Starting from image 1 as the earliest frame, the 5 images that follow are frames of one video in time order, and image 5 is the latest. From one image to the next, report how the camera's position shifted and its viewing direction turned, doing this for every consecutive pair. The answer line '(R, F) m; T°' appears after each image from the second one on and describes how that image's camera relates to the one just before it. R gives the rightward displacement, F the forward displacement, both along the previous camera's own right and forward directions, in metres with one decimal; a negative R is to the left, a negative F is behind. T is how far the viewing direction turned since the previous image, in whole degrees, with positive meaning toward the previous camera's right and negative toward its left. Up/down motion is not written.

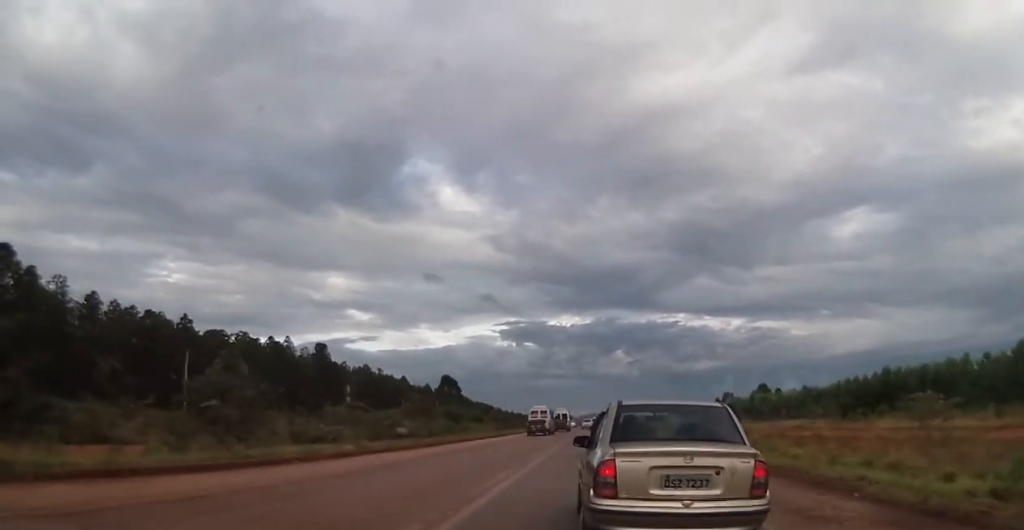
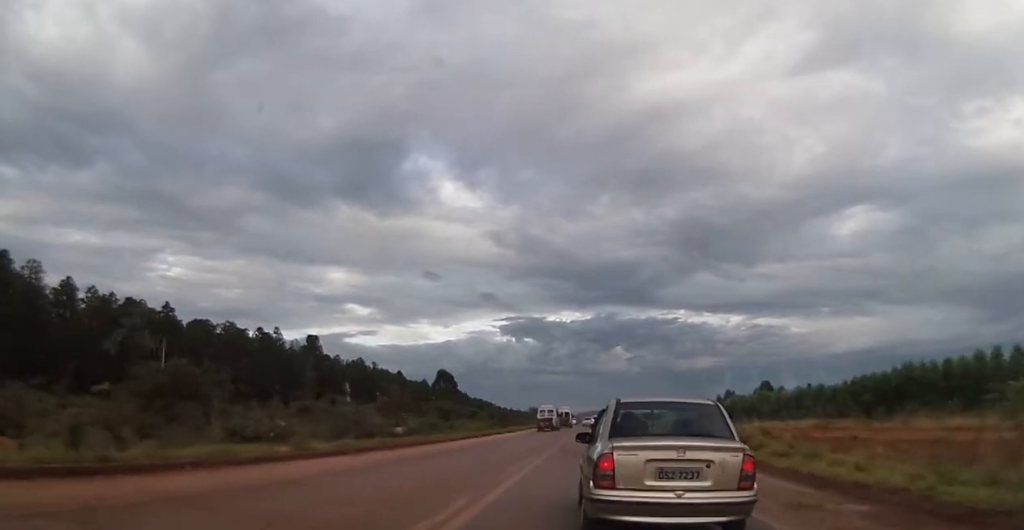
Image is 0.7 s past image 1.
(0.0, +5.5) m; -2°
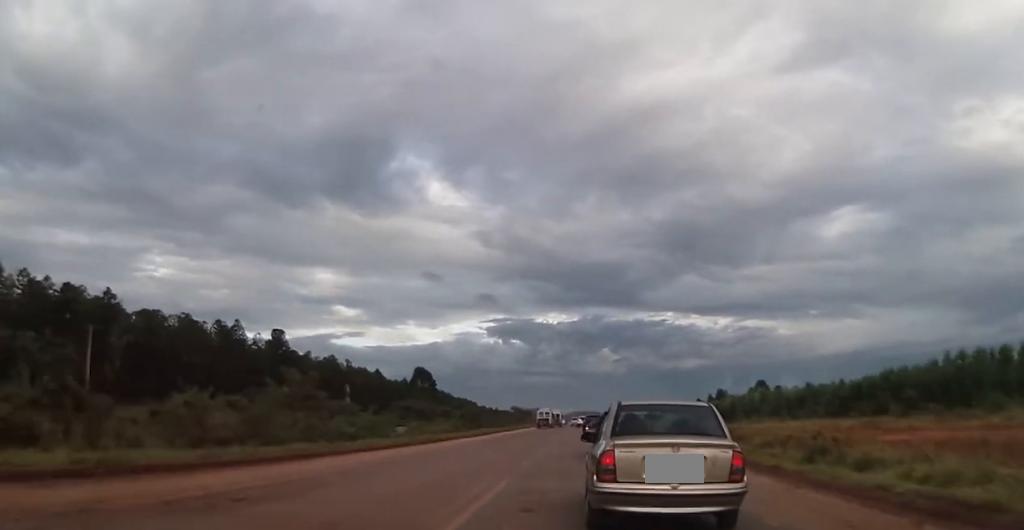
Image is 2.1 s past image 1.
(-0.5, +11.2) m; -1°
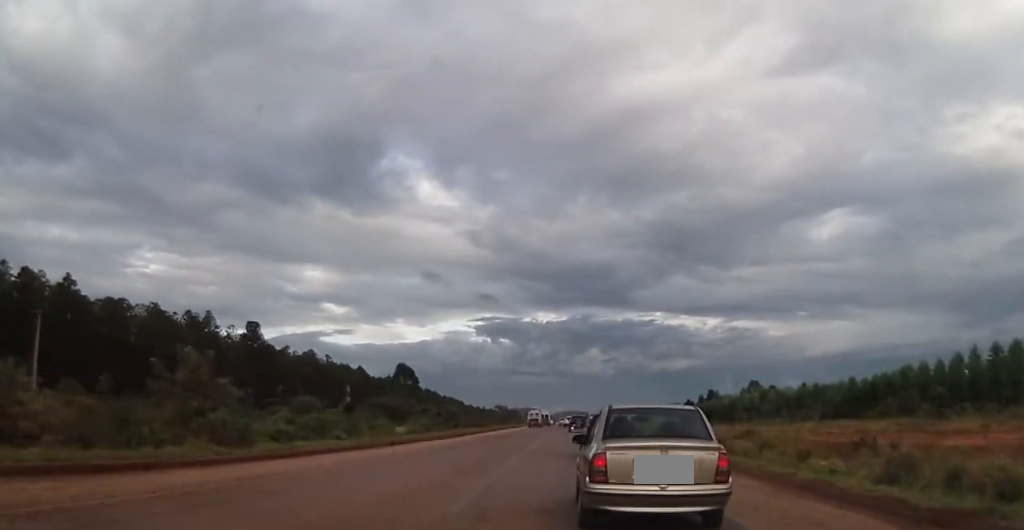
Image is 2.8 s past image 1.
(+0.1, +6.4) m; +1°
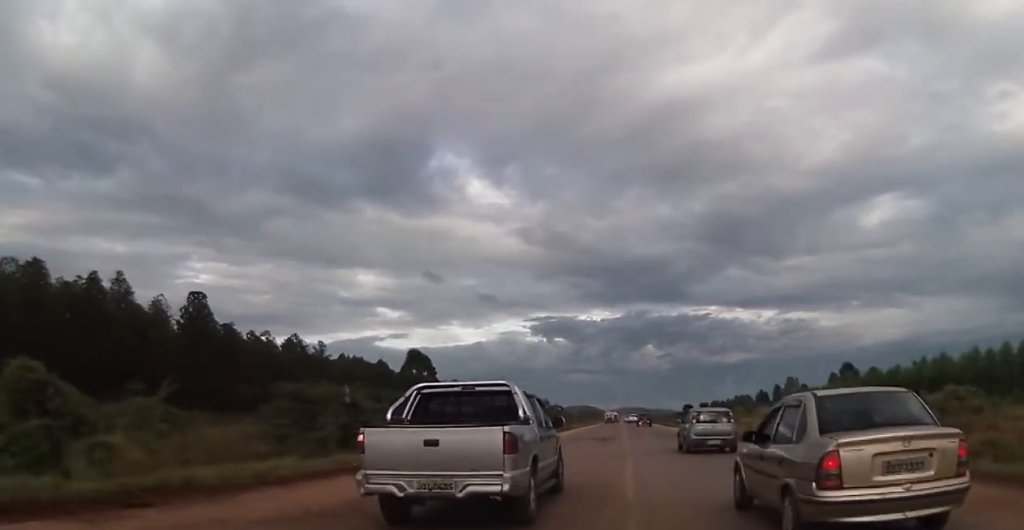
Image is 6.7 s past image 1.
(+0.2, +36.9) m; -2°
